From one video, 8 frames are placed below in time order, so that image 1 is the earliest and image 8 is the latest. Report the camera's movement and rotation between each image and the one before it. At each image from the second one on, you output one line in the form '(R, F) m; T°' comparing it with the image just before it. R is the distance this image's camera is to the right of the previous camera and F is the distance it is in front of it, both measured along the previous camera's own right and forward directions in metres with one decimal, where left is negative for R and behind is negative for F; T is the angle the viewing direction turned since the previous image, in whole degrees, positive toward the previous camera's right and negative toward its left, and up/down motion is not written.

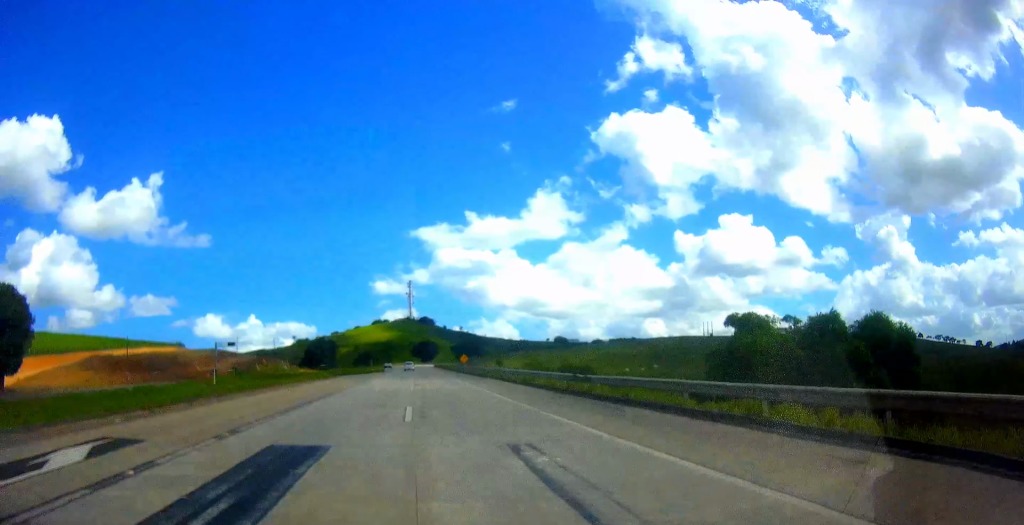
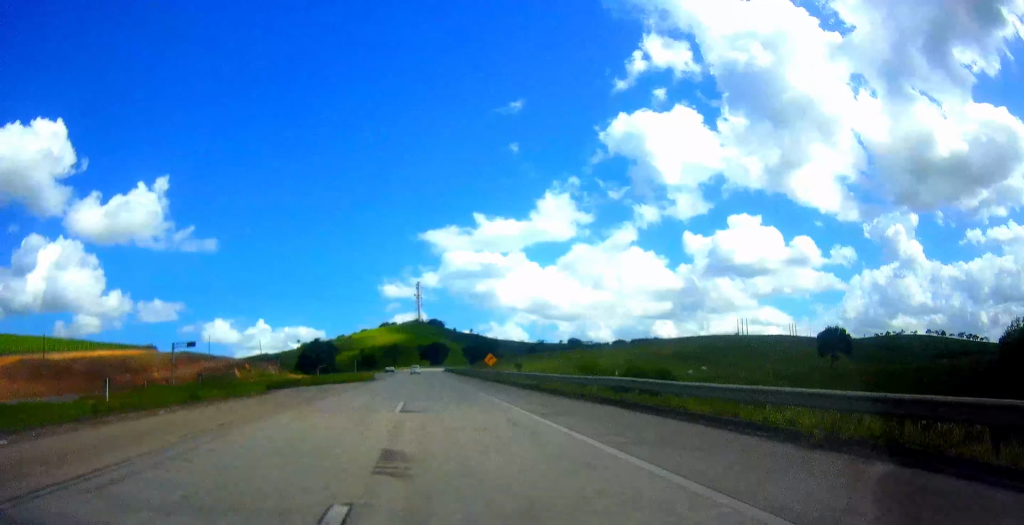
(-1.1, +29.7) m; -3°
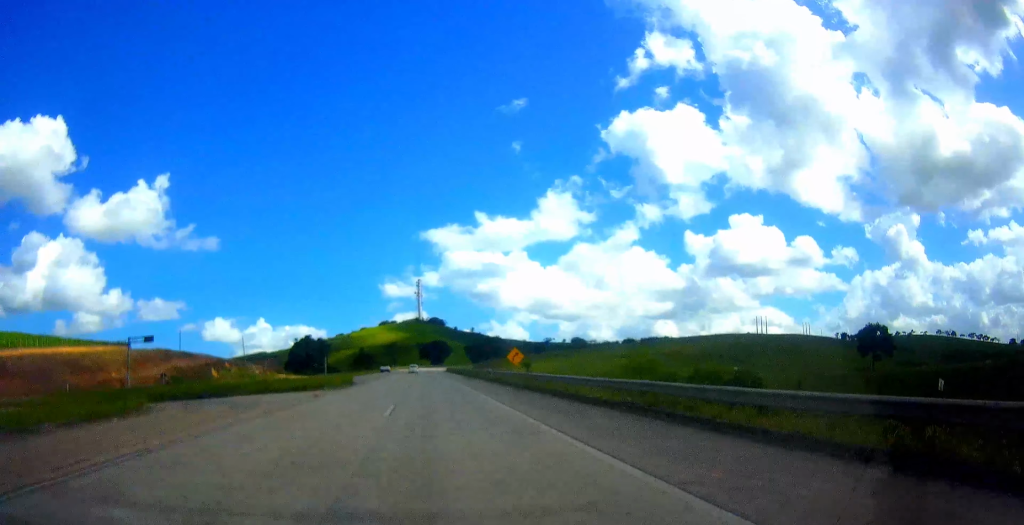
(-0.1, +18.5) m; 0°
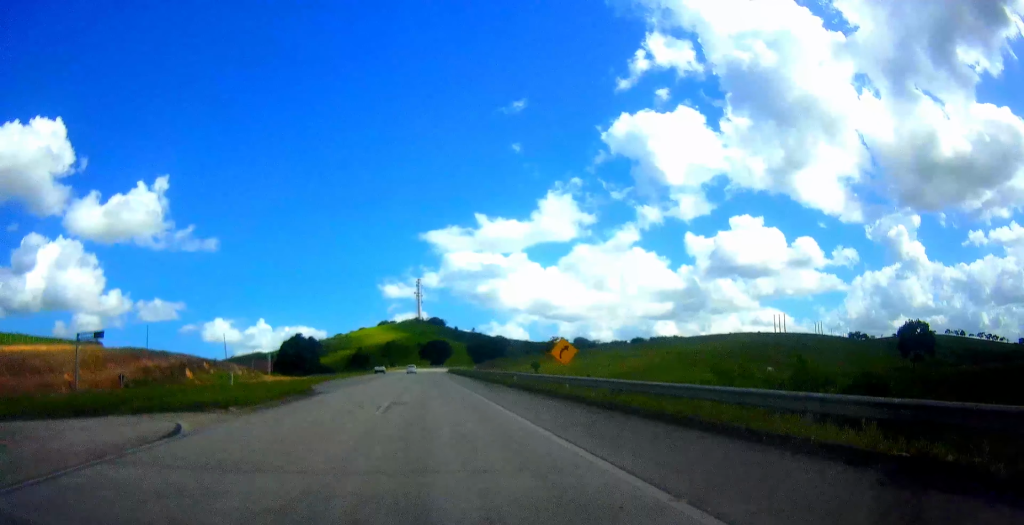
(0.0, +16.2) m; 0°
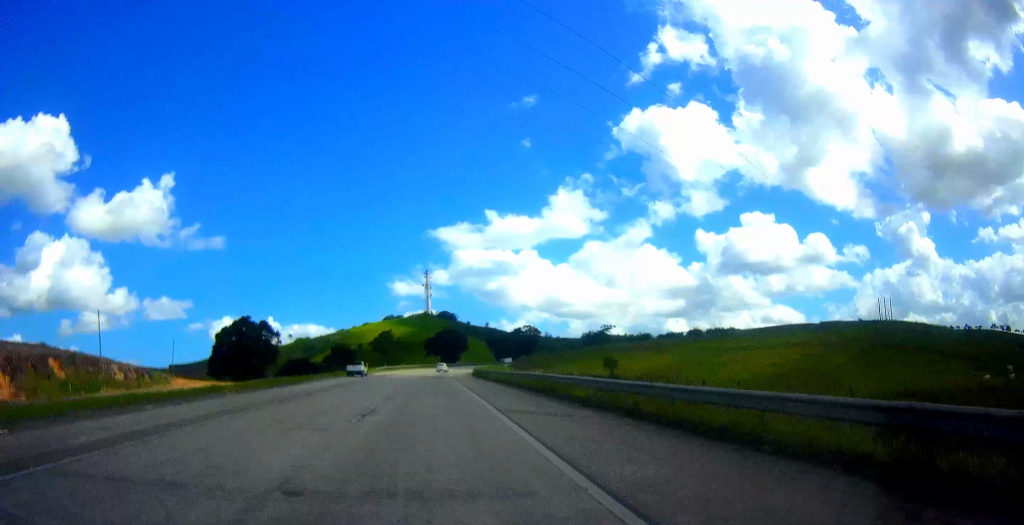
(-0.5, +67.9) m; -1°
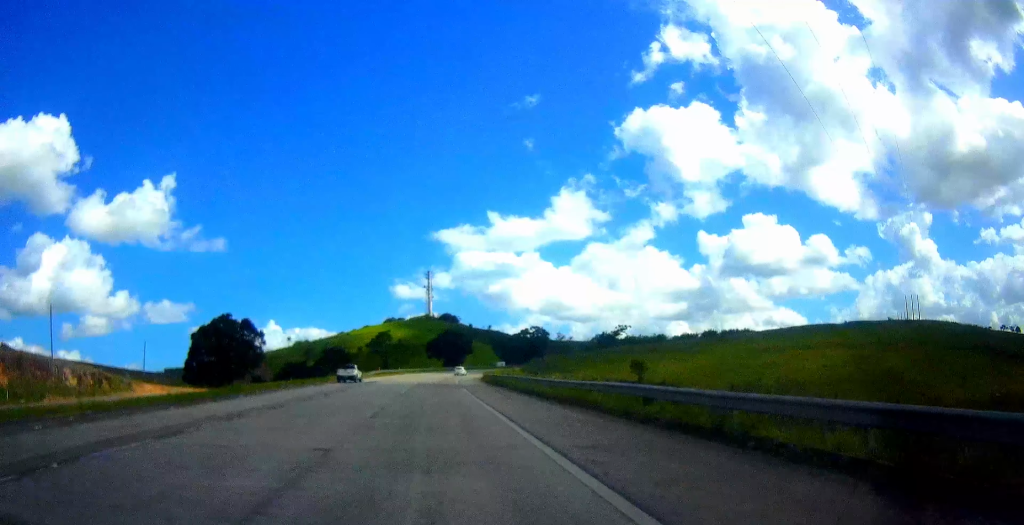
(-0.1, +14.7) m; 0°
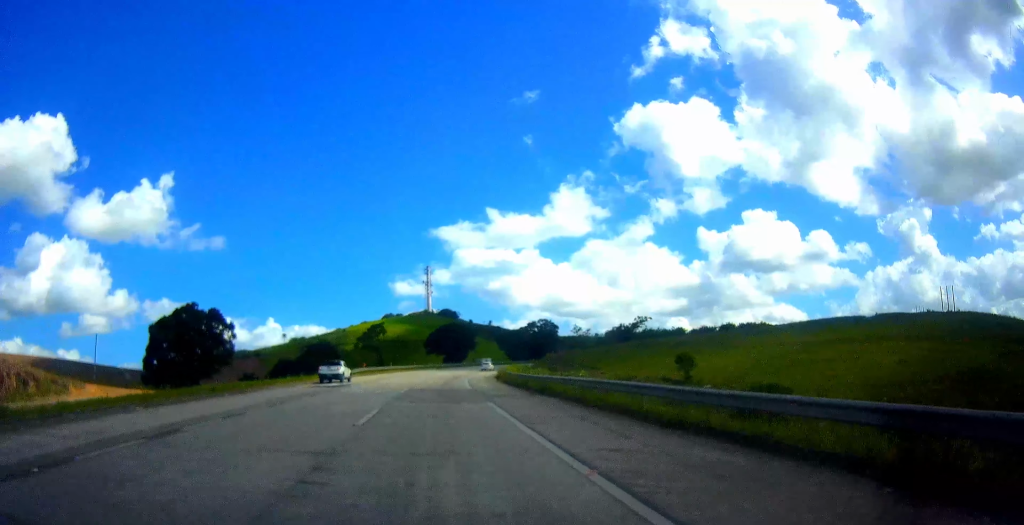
(-0.1, +18.8) m; +1°
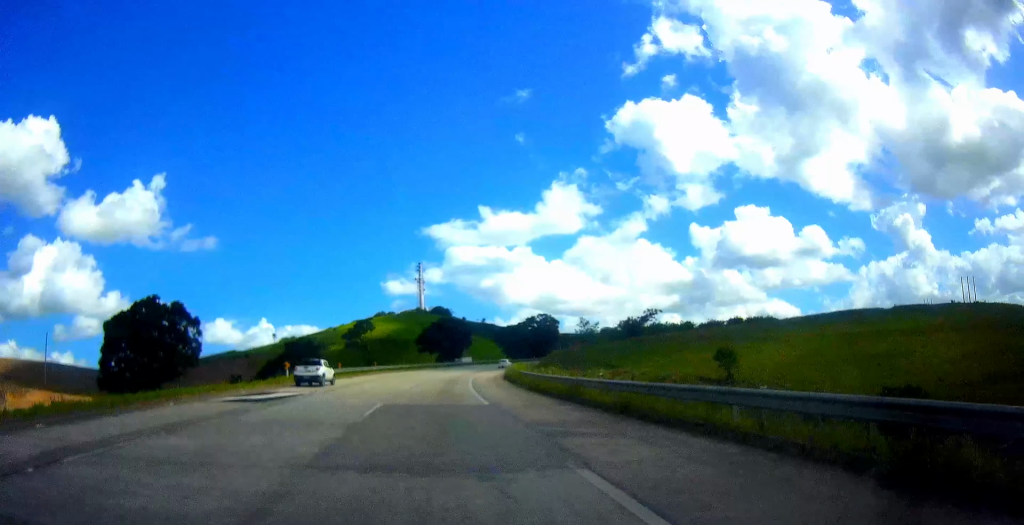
(+0.2, +13.5) m; +1°
